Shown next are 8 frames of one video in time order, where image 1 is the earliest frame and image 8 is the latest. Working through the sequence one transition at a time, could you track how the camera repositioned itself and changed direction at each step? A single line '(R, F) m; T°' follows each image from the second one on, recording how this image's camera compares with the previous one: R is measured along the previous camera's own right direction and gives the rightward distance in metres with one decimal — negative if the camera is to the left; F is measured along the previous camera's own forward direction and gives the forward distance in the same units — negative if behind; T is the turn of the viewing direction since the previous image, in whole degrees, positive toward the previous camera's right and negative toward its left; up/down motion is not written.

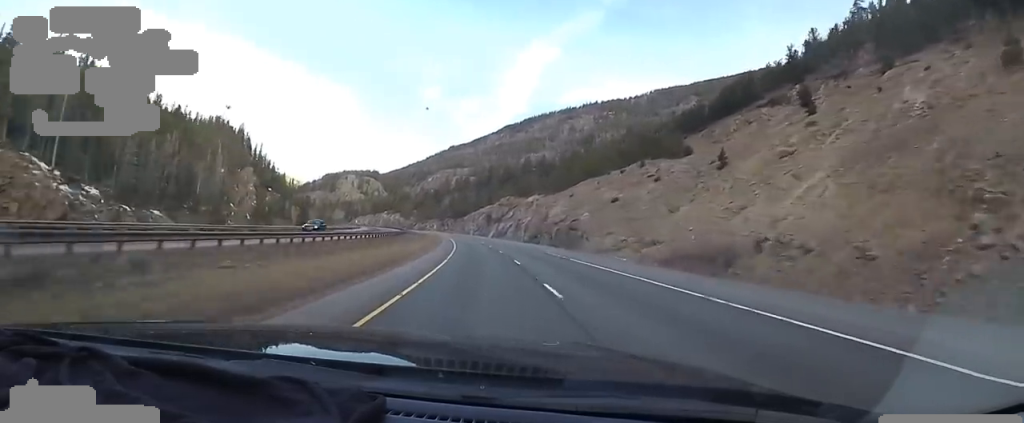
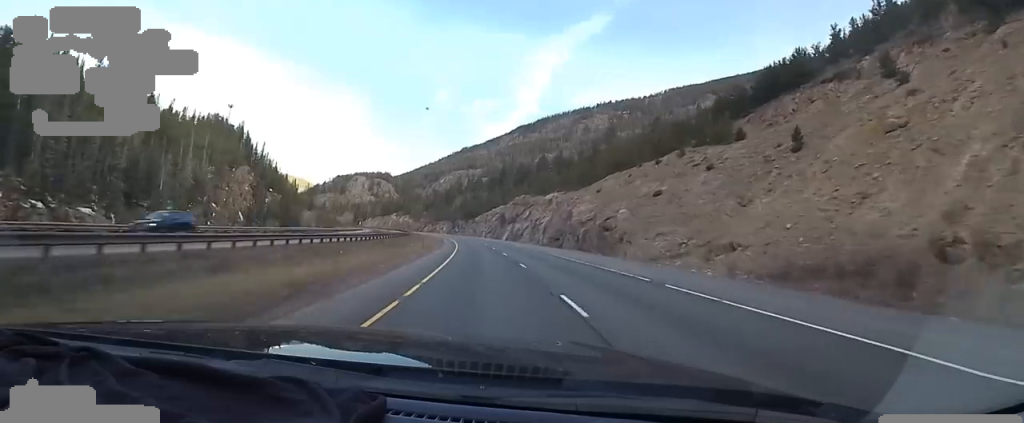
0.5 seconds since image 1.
(-0.7, +14.6) m; -1°
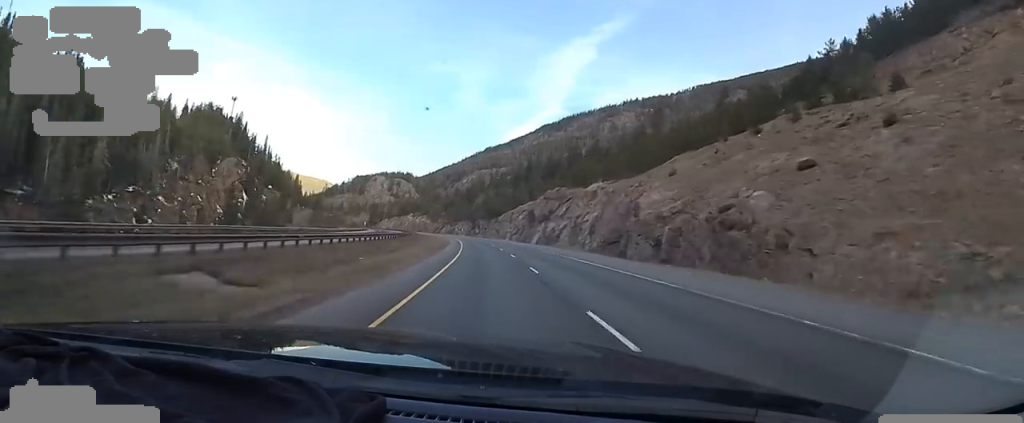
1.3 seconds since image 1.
(-0.8, +27.0) m; -2°
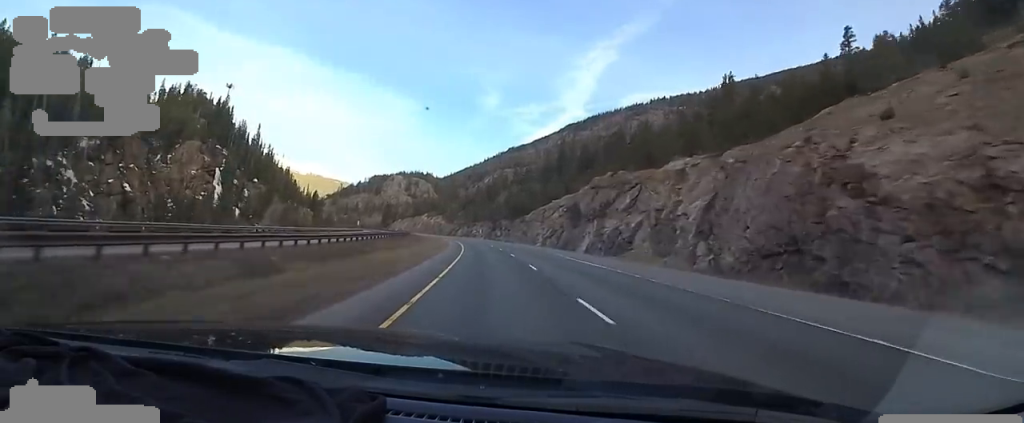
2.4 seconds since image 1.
(-0.6, +34.2) m; -3°
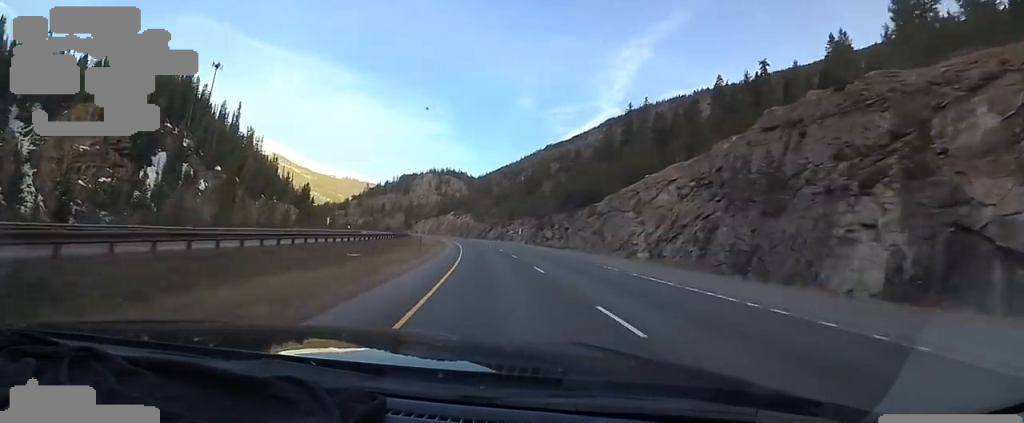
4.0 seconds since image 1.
(-1.7, +49.8) m; -5°
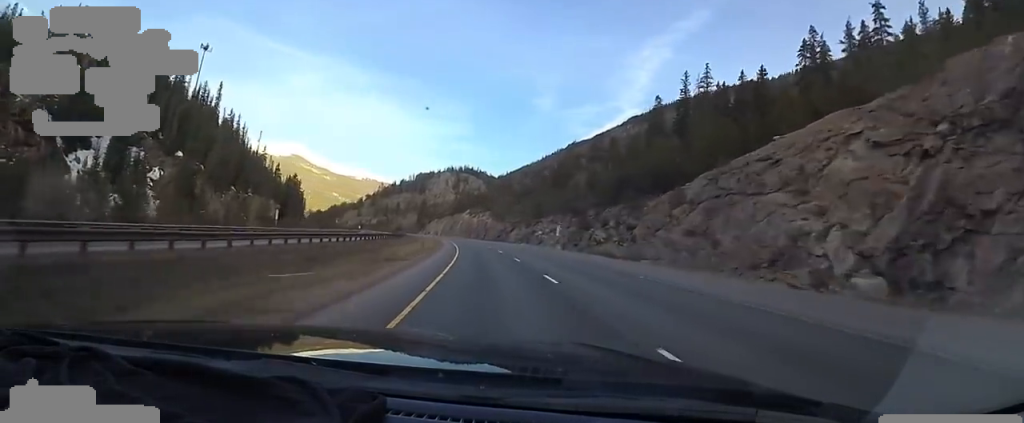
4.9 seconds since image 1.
(-1.3, +28.0) m; -3°
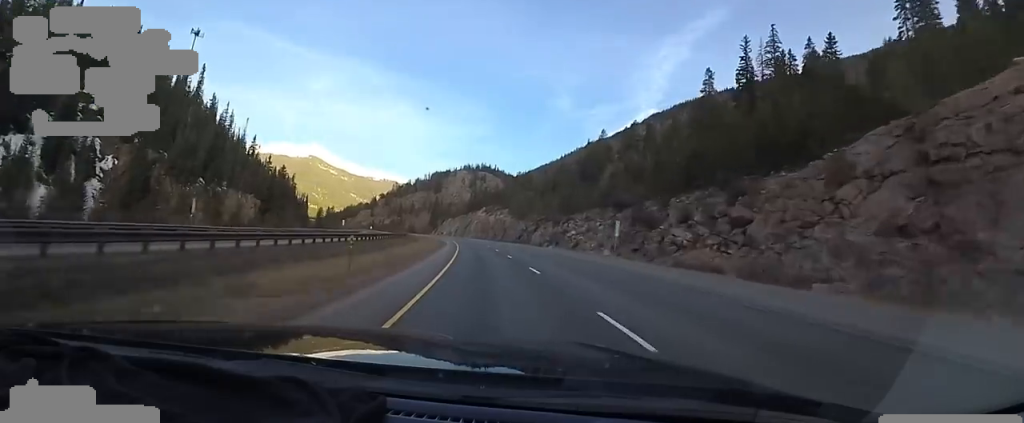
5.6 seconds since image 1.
(-0.1, +20.7) m; -2°
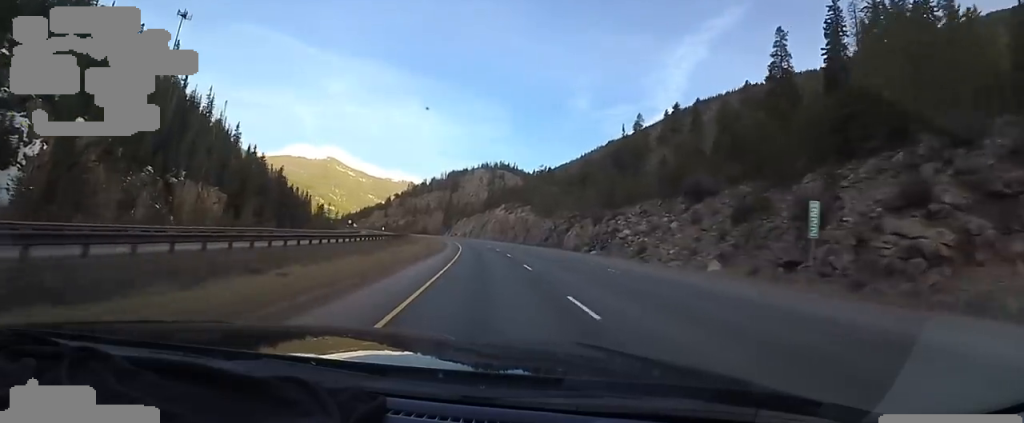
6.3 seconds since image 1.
(-0.2, +21.7) m; -3°
